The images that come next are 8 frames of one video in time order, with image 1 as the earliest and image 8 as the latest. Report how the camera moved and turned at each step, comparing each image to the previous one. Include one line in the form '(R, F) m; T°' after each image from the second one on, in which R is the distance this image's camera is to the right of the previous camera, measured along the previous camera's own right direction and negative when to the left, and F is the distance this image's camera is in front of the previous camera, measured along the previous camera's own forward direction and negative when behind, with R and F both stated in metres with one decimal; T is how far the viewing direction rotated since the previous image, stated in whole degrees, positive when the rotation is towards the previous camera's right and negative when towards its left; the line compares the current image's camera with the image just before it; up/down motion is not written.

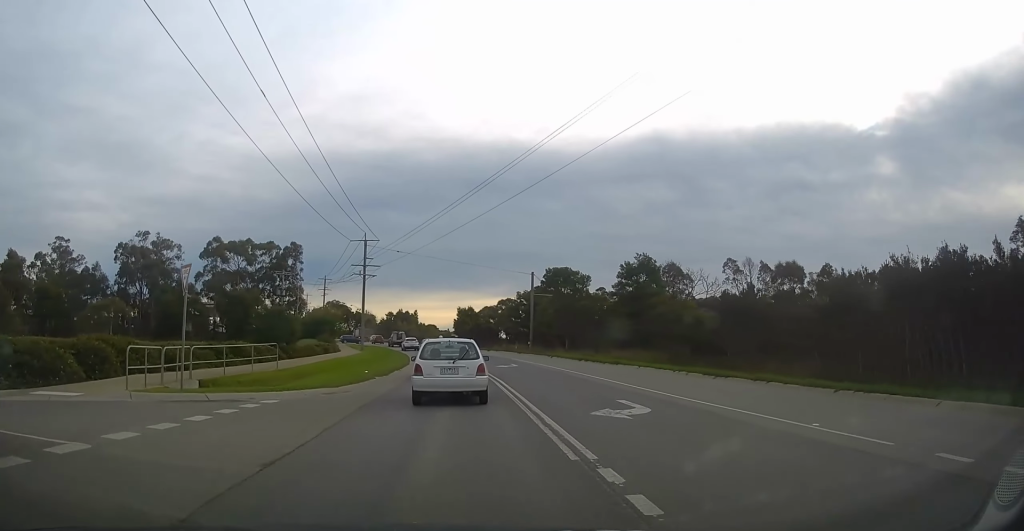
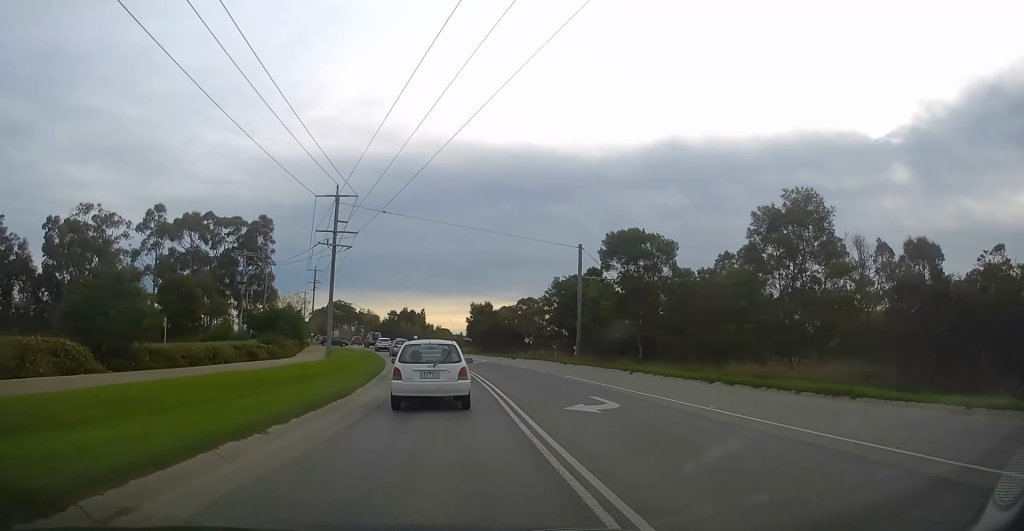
(0.0, +22.7) m; -1°
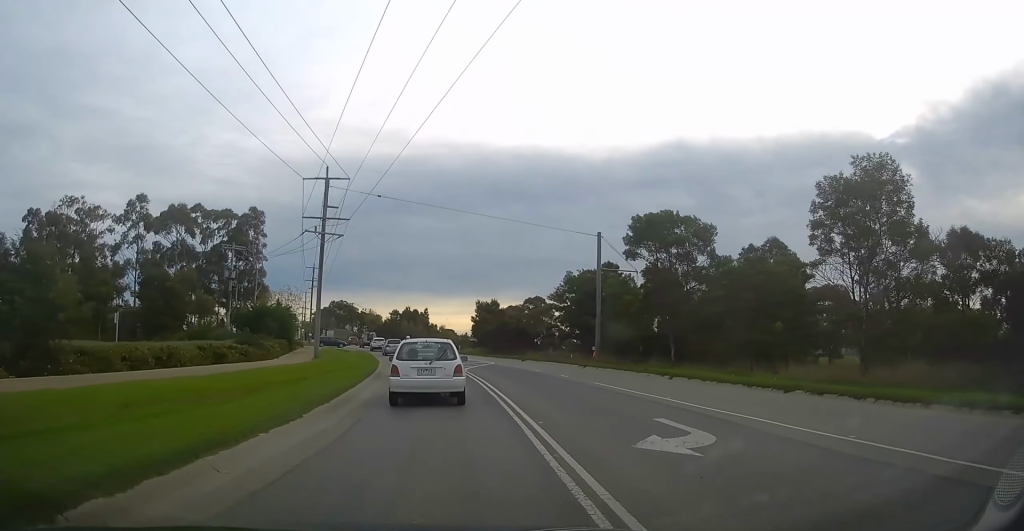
(-0.1, +5.4) m; 0°
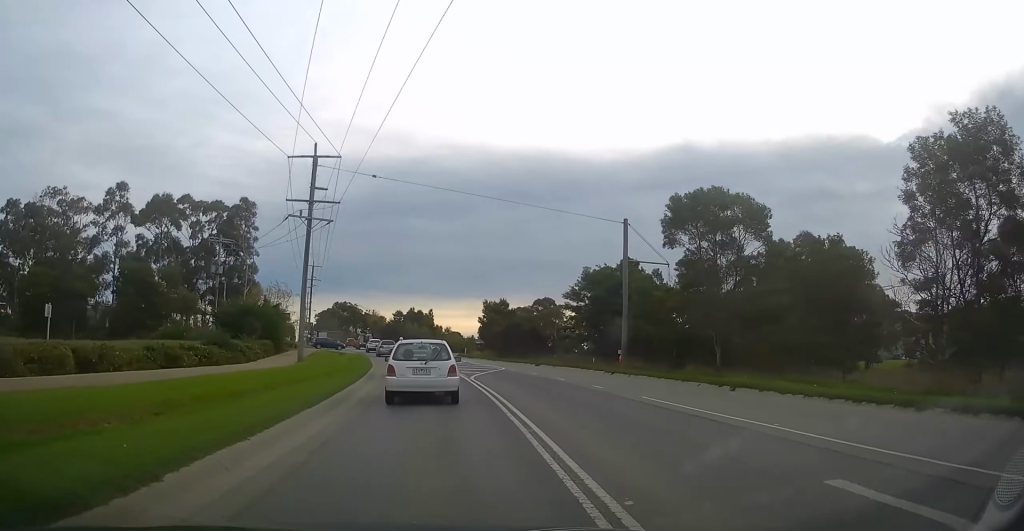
(0.0, +5.6) m; 0°
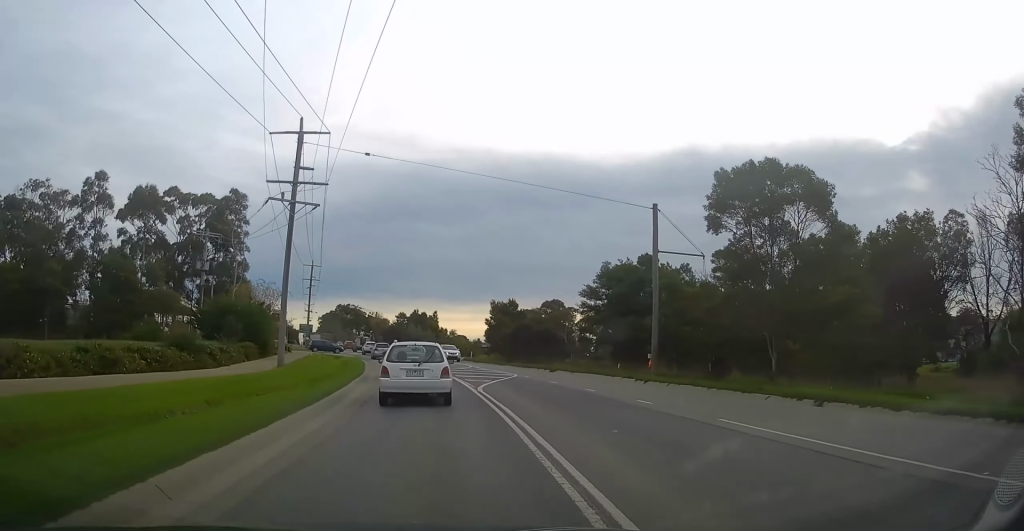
(+0.1, +4.5) m; 0°
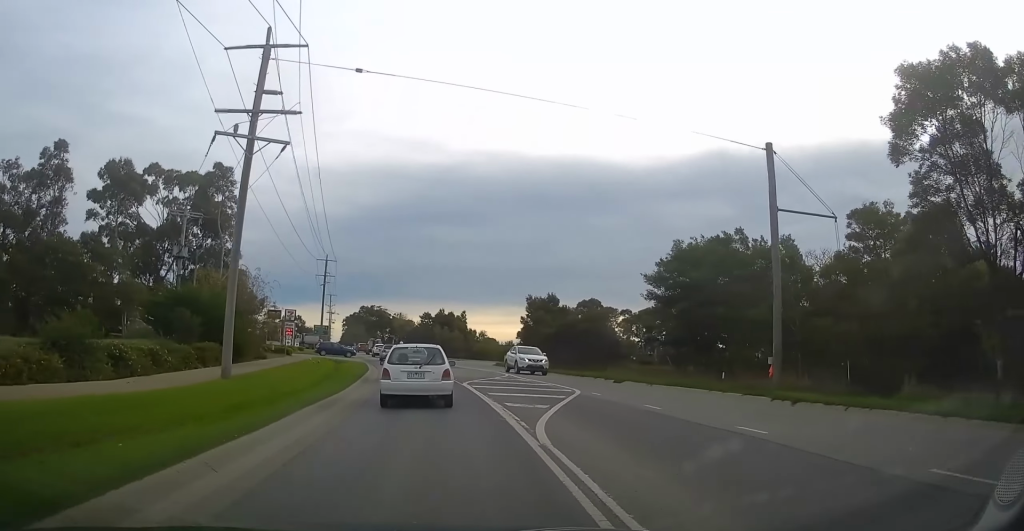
(-0.3, +10.2) m; -3°
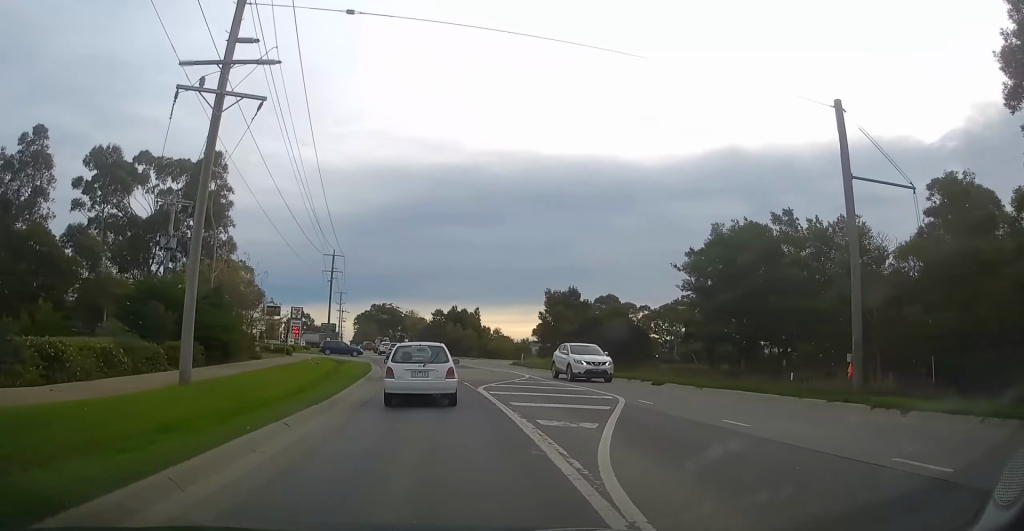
(-0.1, +4.1) m; -1°
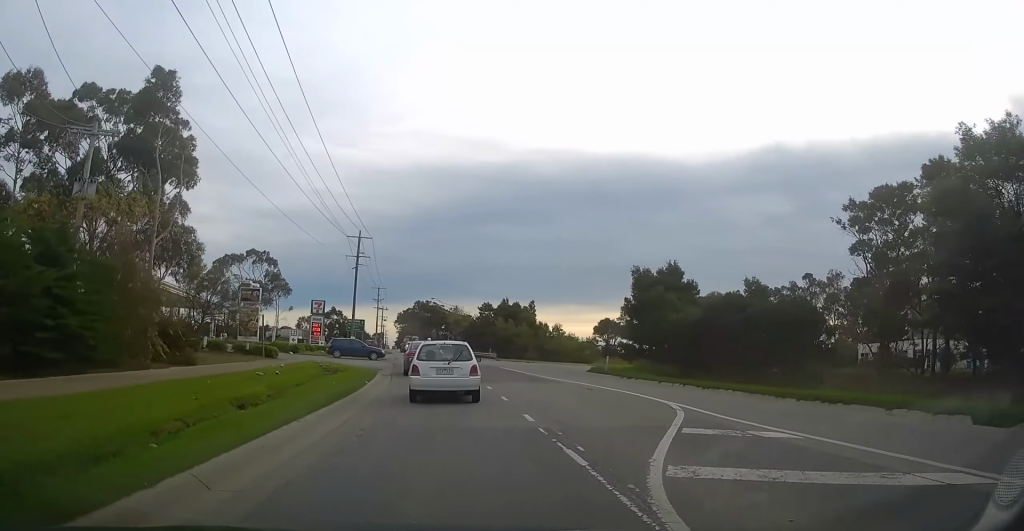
(-0.6, +16.0) m; -4°
